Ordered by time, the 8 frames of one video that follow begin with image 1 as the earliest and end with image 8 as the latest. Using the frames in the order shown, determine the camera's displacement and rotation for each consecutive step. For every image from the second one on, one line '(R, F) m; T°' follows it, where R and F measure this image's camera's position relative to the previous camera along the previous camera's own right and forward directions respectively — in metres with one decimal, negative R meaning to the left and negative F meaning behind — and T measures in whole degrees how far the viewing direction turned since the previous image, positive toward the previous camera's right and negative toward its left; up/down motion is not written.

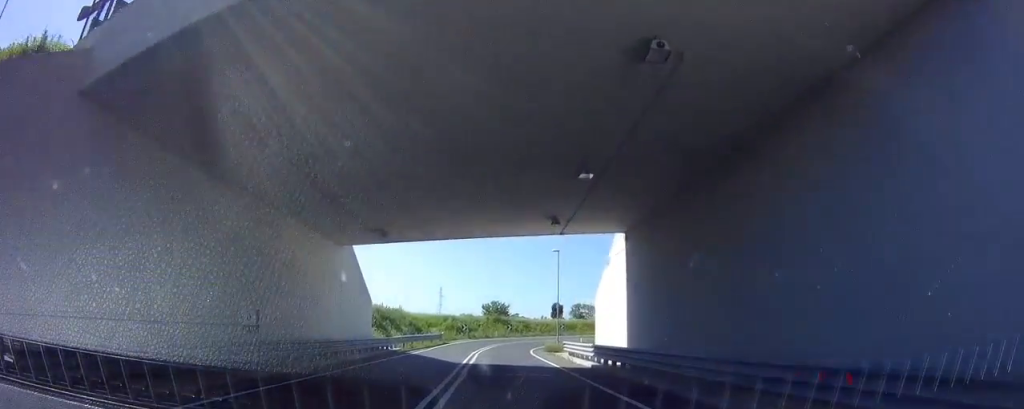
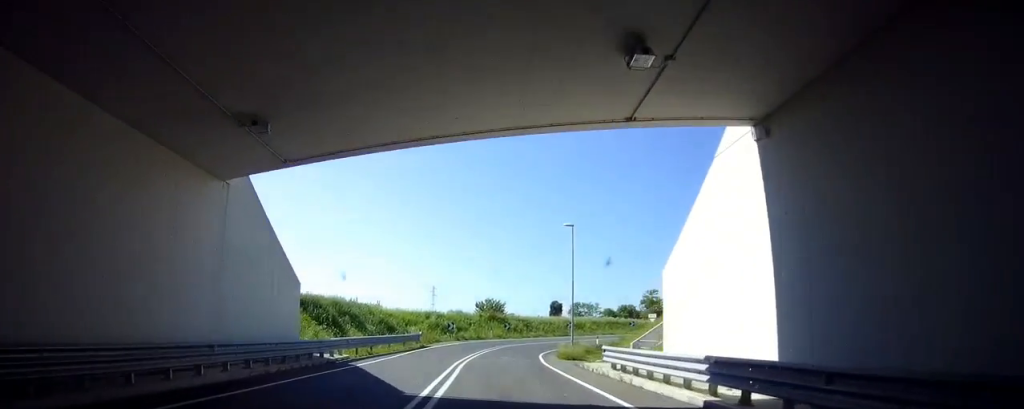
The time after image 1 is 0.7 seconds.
(+0.2, +10.9) m; +2°
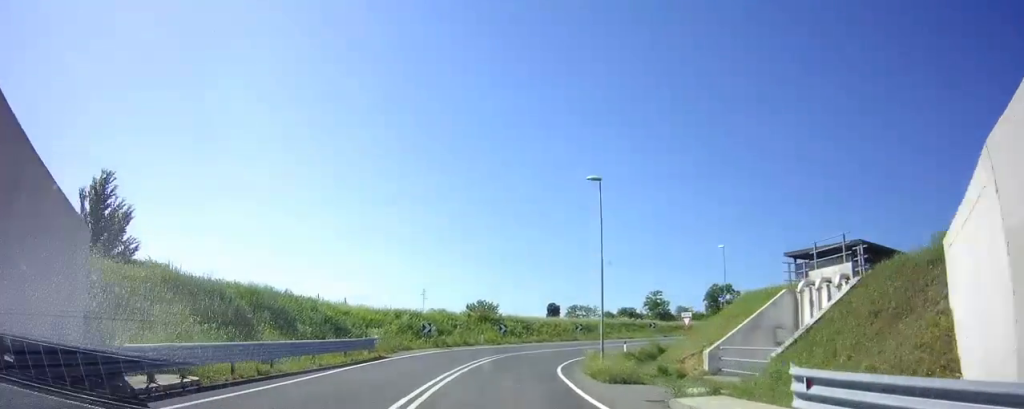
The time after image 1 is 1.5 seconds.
(+0.1, +11.0) m; +5°
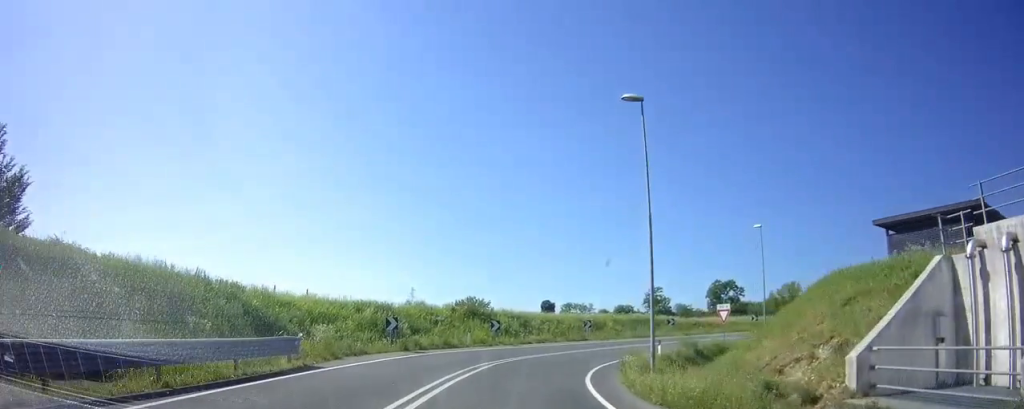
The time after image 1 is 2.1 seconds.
(+0.5, +7.8) m; +7°
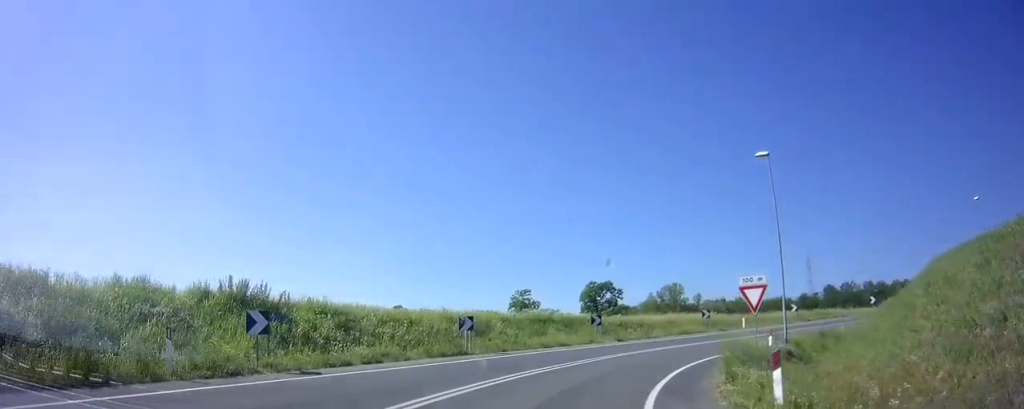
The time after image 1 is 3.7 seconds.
(+2.9, +17.3) m; +24°
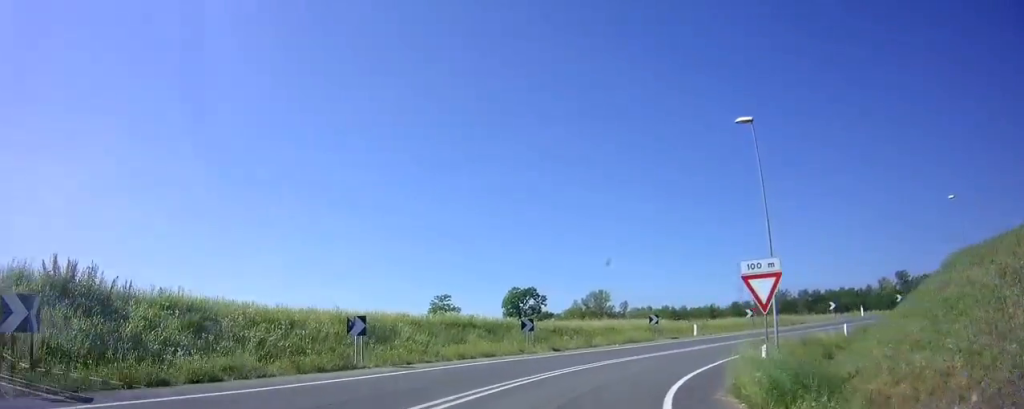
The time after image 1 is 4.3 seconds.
(+0.7, +5.4) m; +10°
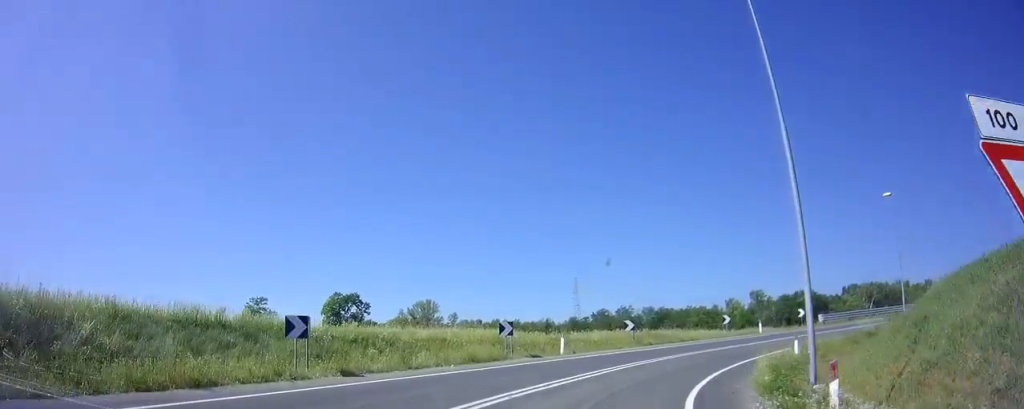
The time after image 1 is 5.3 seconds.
(+1.9, +10.7) m; +20°
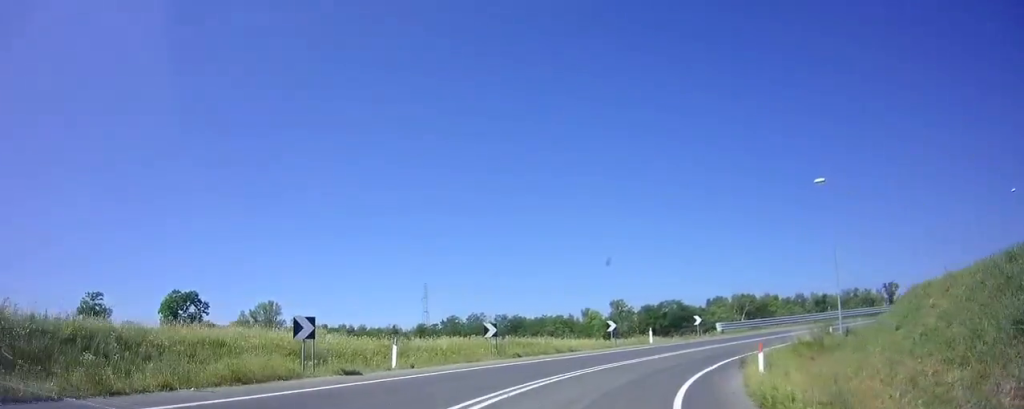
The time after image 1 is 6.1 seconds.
(+1.0, +8.1) m; +28°
